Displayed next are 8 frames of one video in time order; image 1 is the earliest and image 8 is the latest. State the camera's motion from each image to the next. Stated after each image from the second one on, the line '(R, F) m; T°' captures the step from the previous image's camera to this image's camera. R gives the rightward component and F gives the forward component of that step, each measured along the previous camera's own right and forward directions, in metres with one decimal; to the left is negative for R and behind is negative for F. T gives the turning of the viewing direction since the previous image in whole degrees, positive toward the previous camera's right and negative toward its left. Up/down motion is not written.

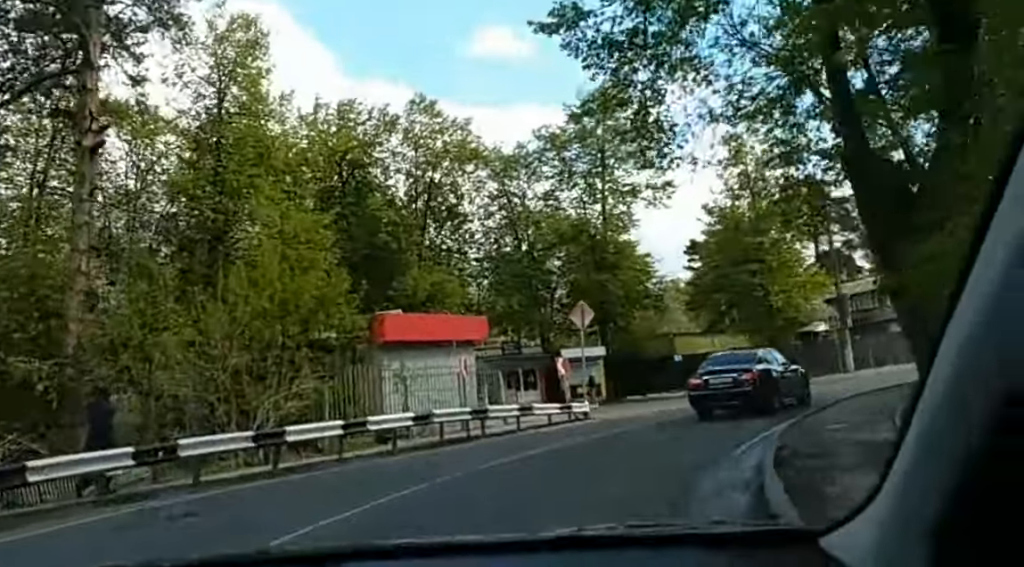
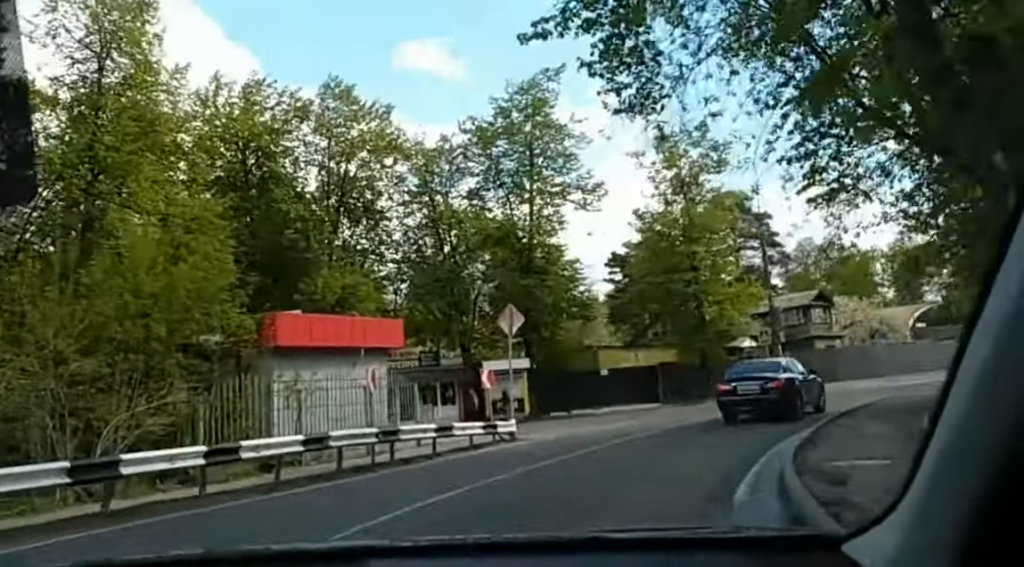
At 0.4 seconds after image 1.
(0.0, +4.5) m; +5°
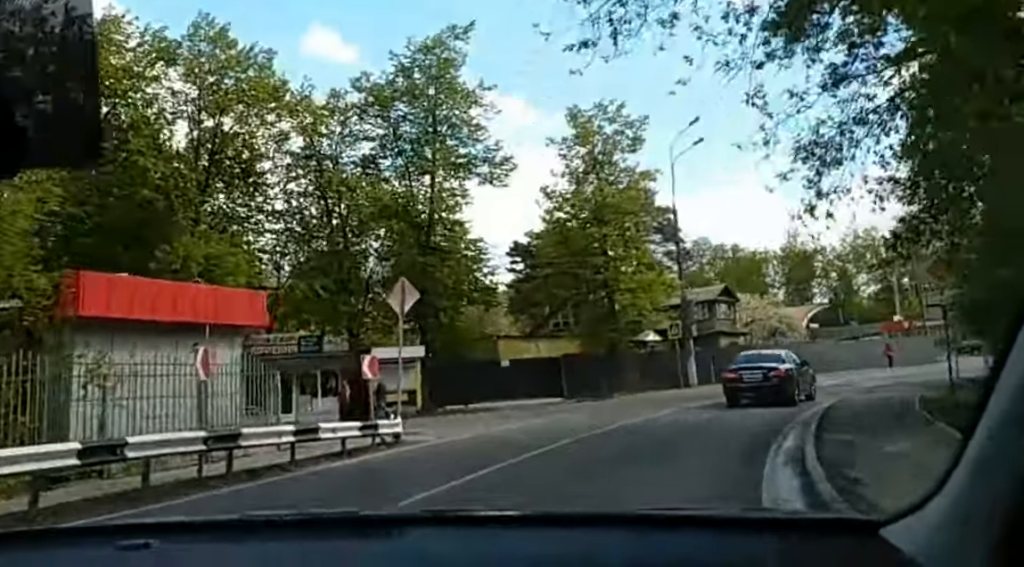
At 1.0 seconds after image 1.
(+0.5, +5.5) m; +10°
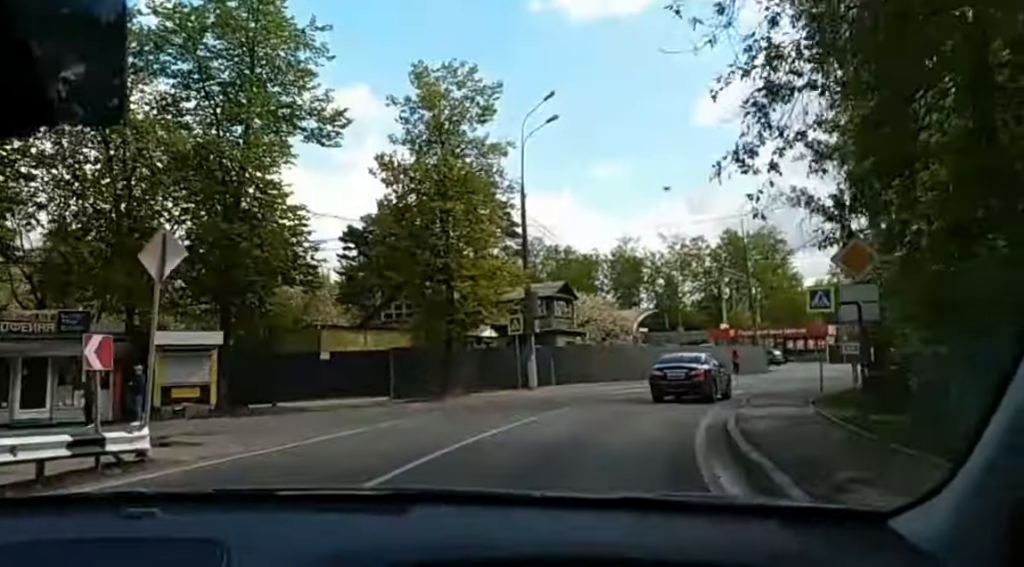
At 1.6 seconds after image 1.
(+0.5, +5.7) m; +10°
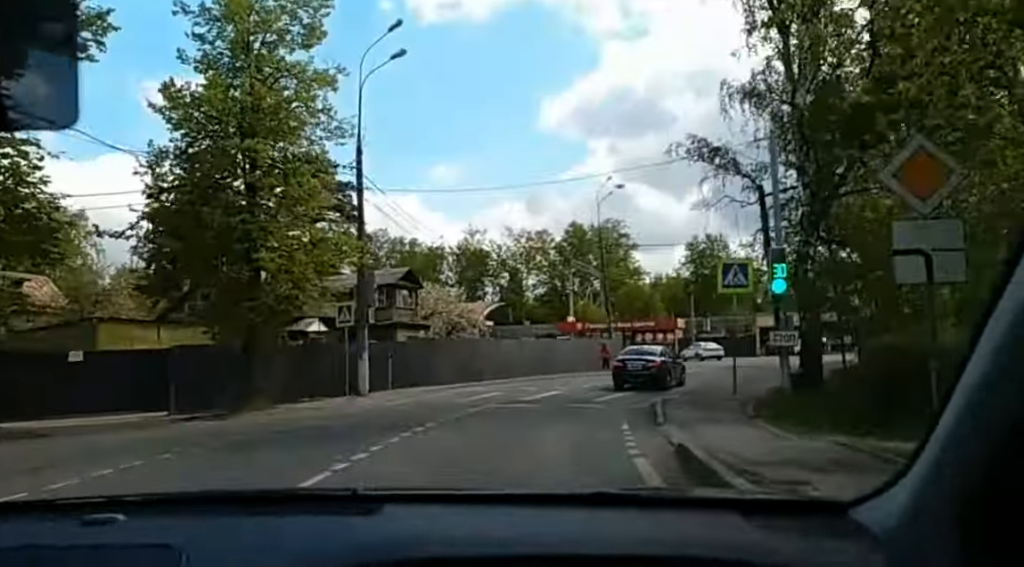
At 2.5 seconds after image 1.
(+1.3, +8.4) m; +13°
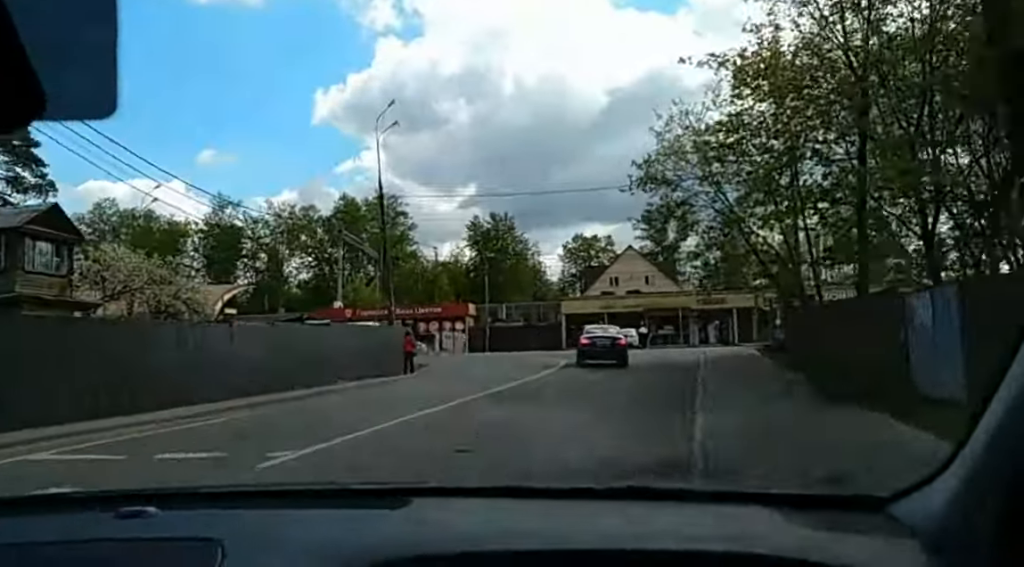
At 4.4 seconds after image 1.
(+2.8, +18.9) m; +21°
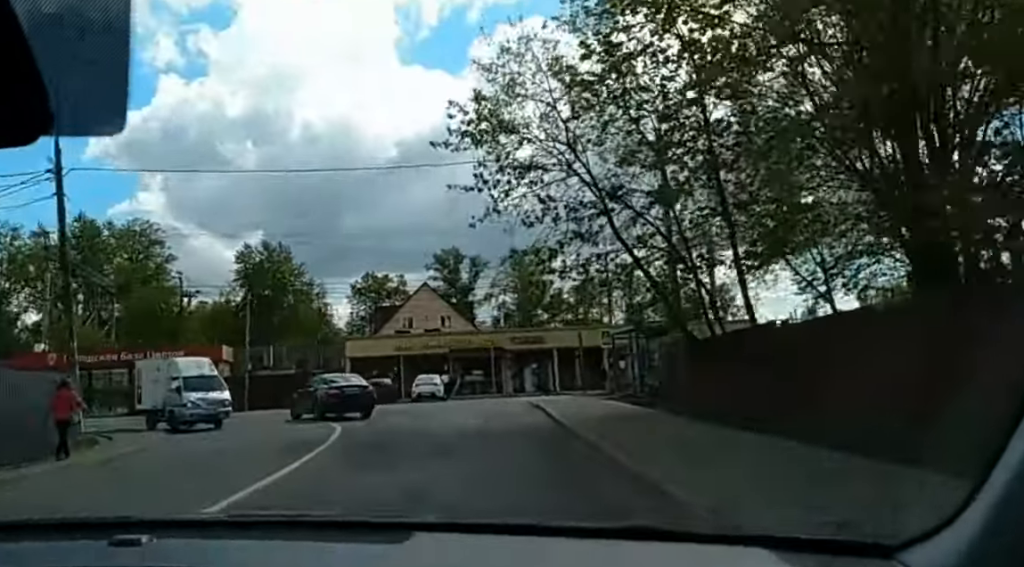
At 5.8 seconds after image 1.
(+2.2, +14.0) m; +12°
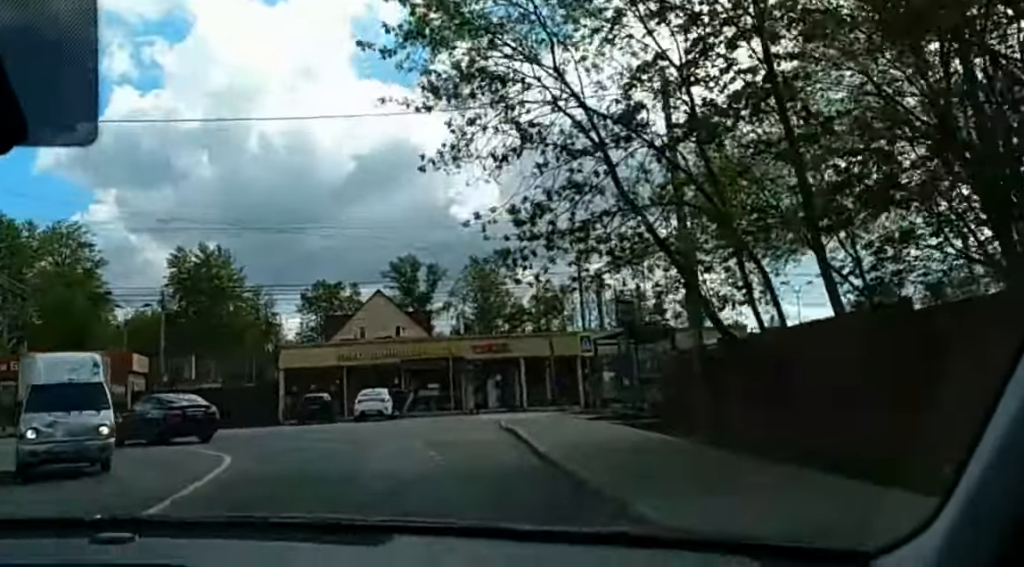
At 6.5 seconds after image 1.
(+0.3, +7.2) m; +2°
